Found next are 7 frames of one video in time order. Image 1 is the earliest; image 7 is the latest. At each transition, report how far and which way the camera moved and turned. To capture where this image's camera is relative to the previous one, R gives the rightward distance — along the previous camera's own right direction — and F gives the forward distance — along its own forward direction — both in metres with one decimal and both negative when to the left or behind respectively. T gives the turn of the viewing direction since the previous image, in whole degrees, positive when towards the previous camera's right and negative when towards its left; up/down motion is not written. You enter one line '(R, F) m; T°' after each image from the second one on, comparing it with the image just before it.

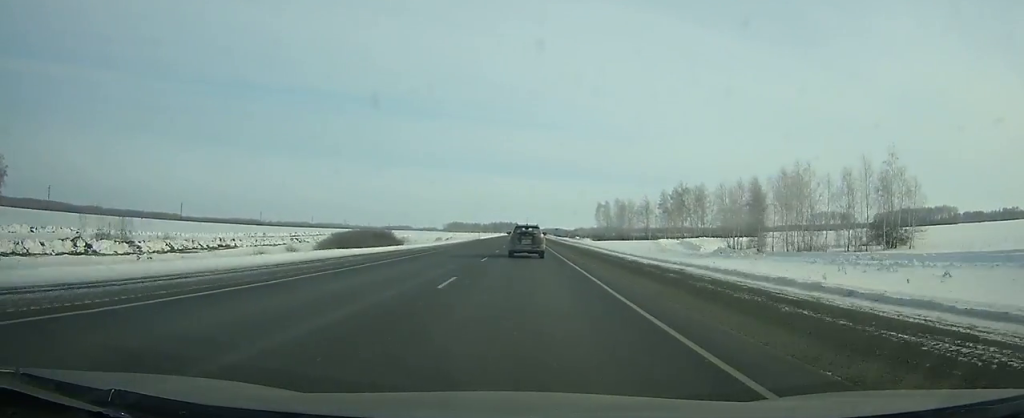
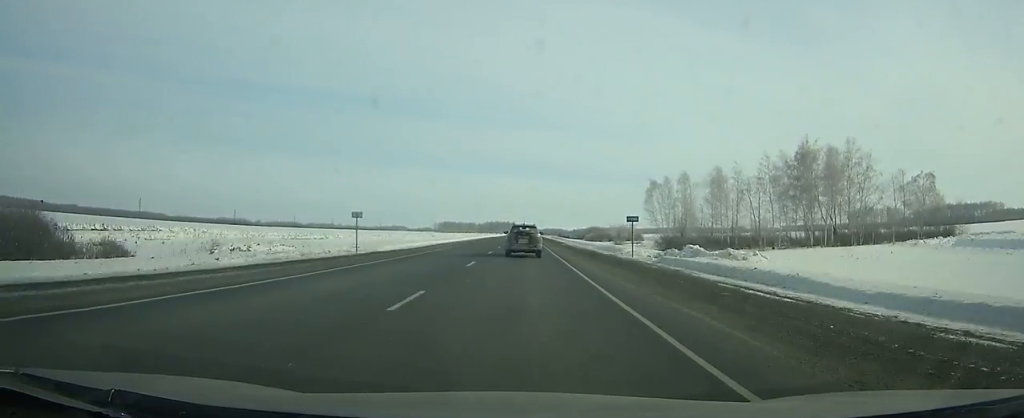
(0.0, +86.9) m; 0°
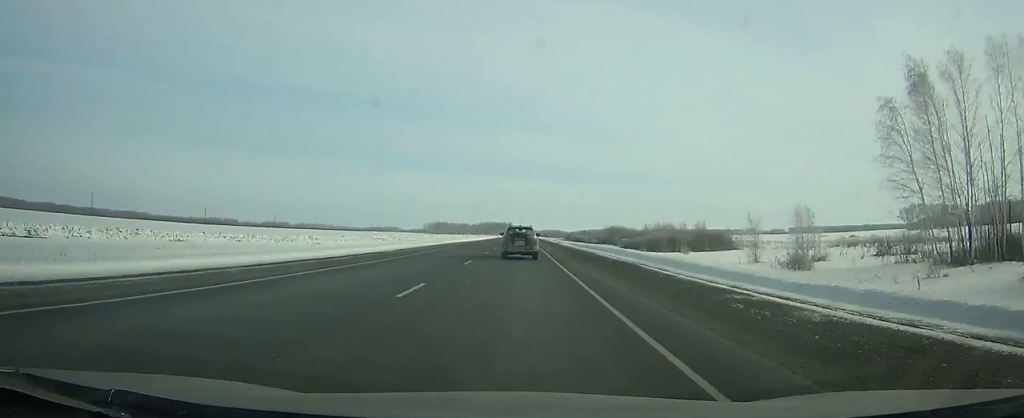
(0.0, +82.2) m; 0°
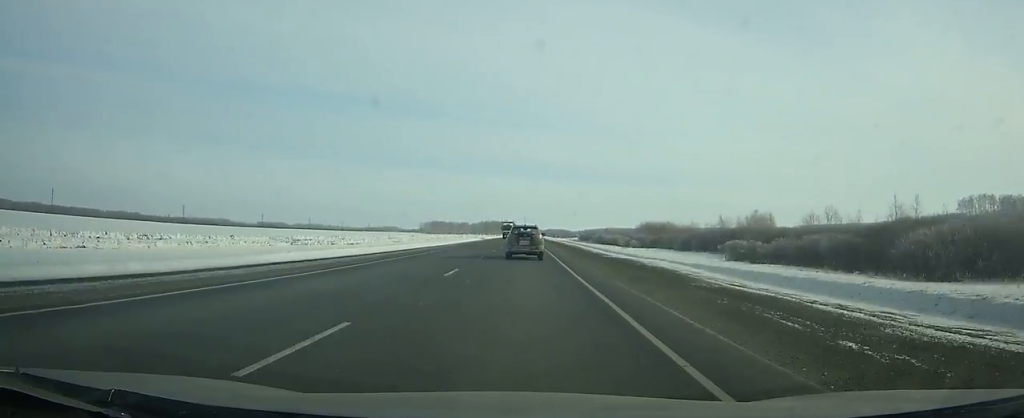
(0.0, +66.3) m; 0°
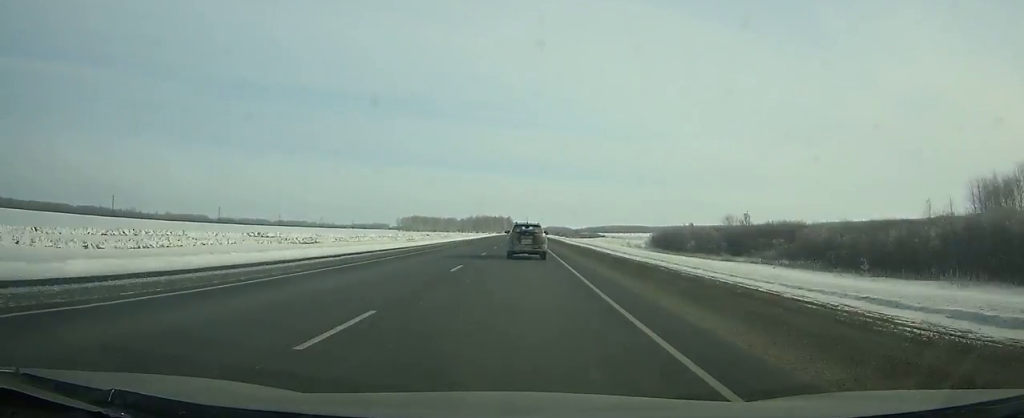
(+0.2, +142.4) m; 0°
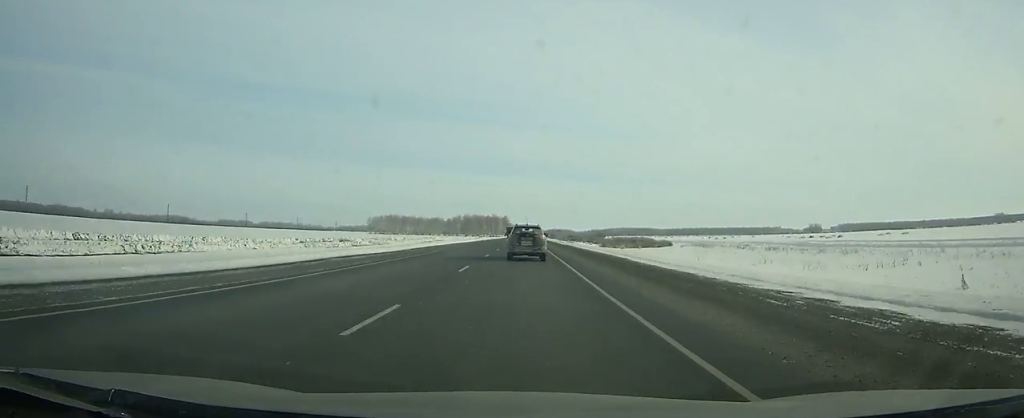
(-0.2, +132.3) m; 0°
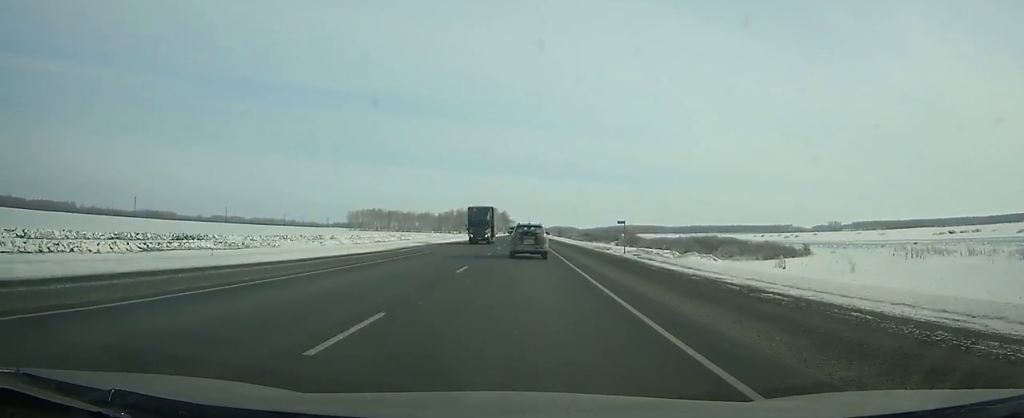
(0.0, +73.6) m; 0°
